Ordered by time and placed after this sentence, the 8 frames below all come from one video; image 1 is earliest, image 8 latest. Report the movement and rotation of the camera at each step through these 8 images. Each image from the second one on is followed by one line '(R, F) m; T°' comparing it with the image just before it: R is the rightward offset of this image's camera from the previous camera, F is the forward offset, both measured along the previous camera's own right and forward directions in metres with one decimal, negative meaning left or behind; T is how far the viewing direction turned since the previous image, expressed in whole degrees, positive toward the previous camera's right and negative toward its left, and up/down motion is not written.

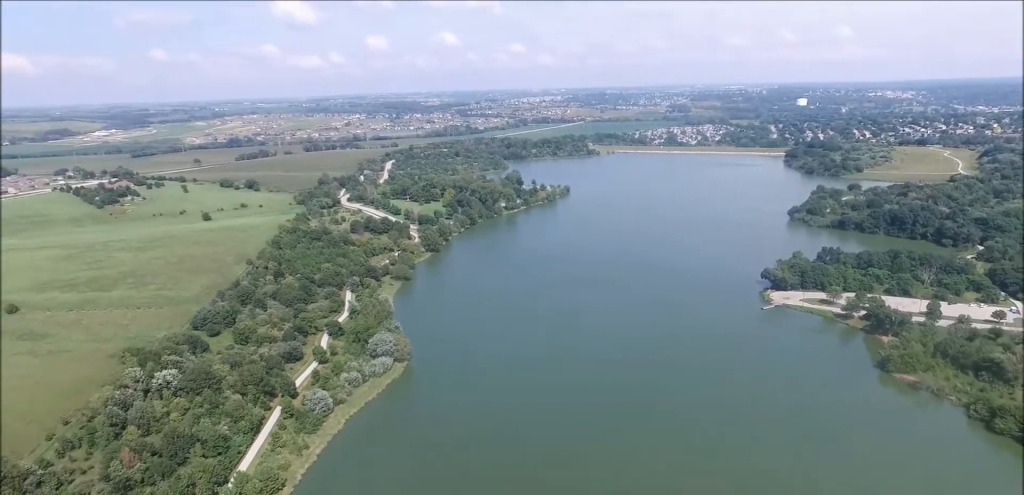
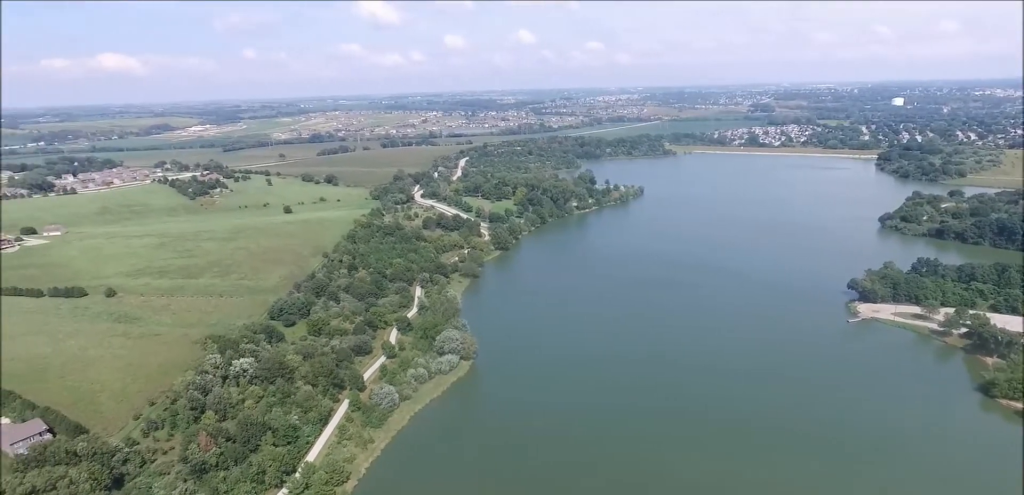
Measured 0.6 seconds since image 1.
(-0.2, +4.9) m; -4°
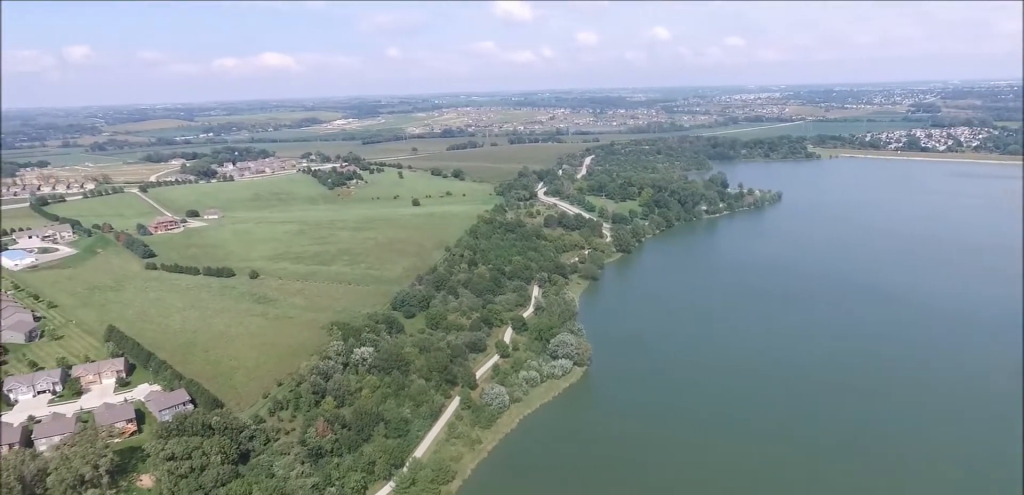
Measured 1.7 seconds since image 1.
(-0.6, +9.9) m; -7°
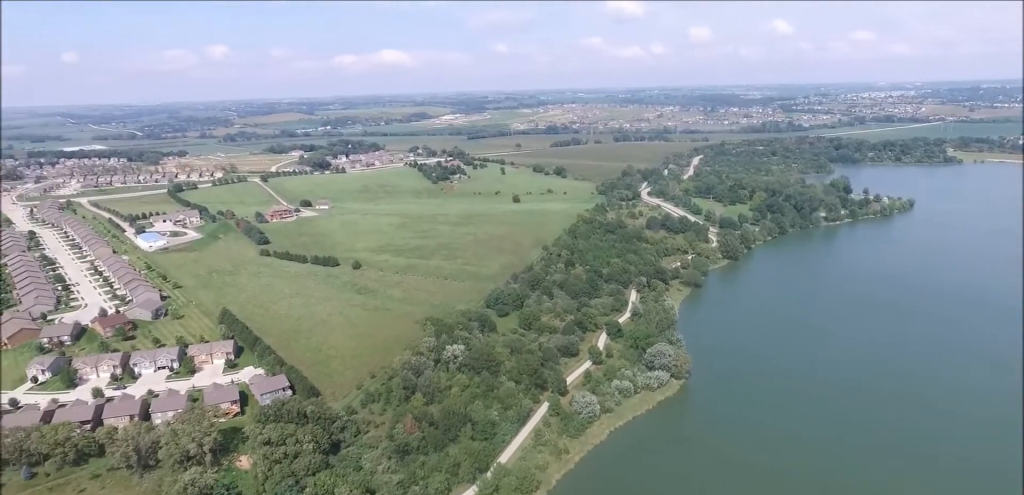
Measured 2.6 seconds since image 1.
(-0.4, +8.6) m; -6°
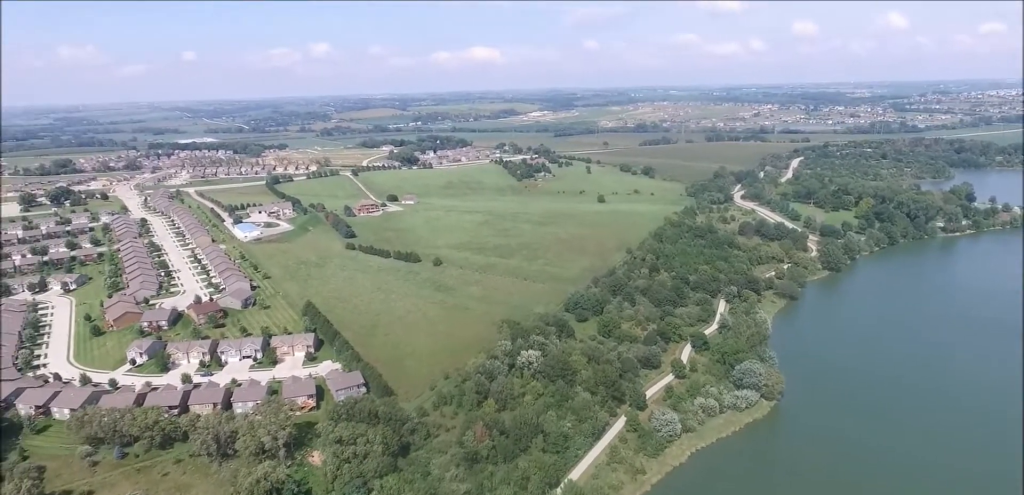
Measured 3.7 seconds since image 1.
(-0.7, +10.5) m; -7°
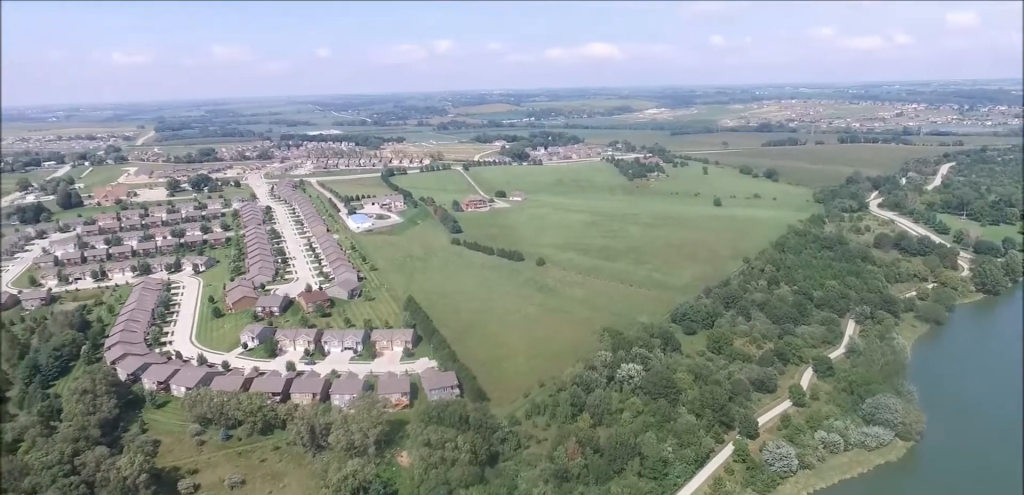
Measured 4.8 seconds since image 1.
(-0.8, +13.0) m; -8°
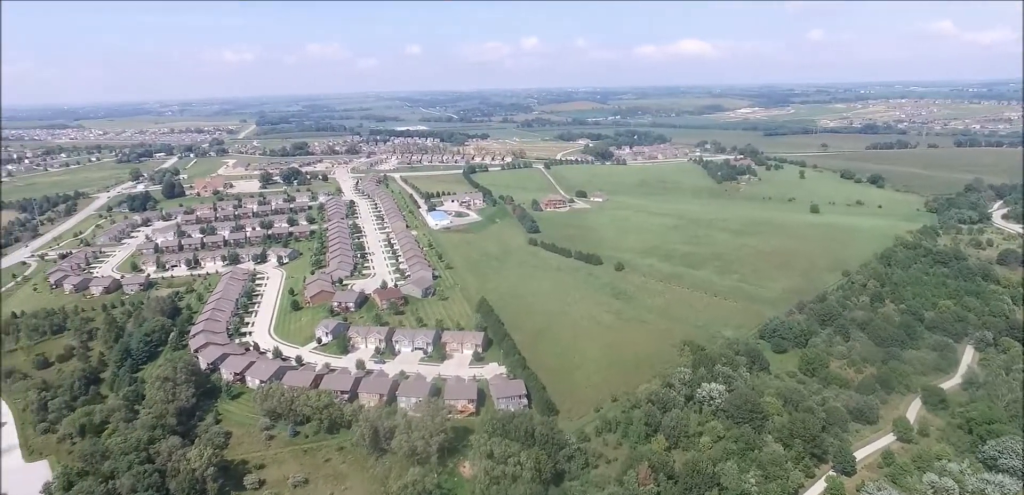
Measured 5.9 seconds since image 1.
(-0.9, +11.5) m; -7°
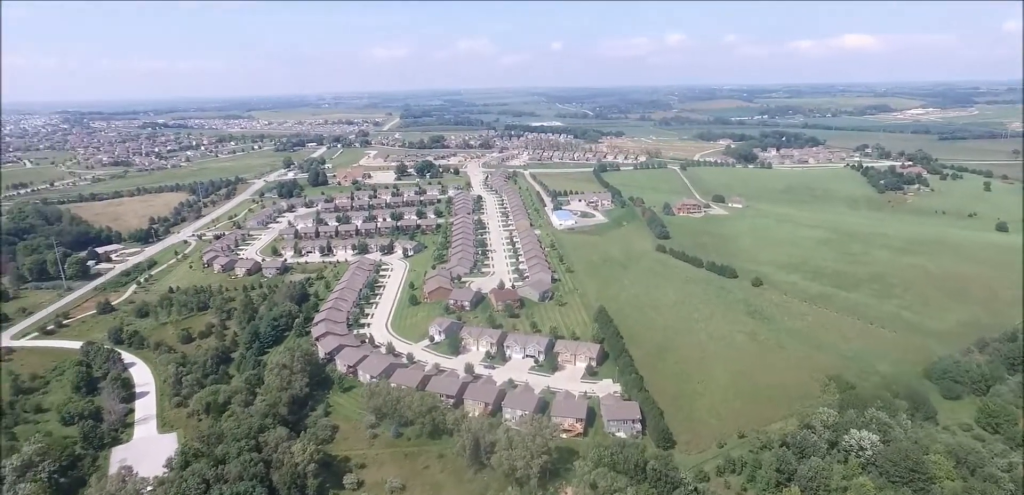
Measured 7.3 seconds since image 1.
(-0.6, +16.2) m; -7°
